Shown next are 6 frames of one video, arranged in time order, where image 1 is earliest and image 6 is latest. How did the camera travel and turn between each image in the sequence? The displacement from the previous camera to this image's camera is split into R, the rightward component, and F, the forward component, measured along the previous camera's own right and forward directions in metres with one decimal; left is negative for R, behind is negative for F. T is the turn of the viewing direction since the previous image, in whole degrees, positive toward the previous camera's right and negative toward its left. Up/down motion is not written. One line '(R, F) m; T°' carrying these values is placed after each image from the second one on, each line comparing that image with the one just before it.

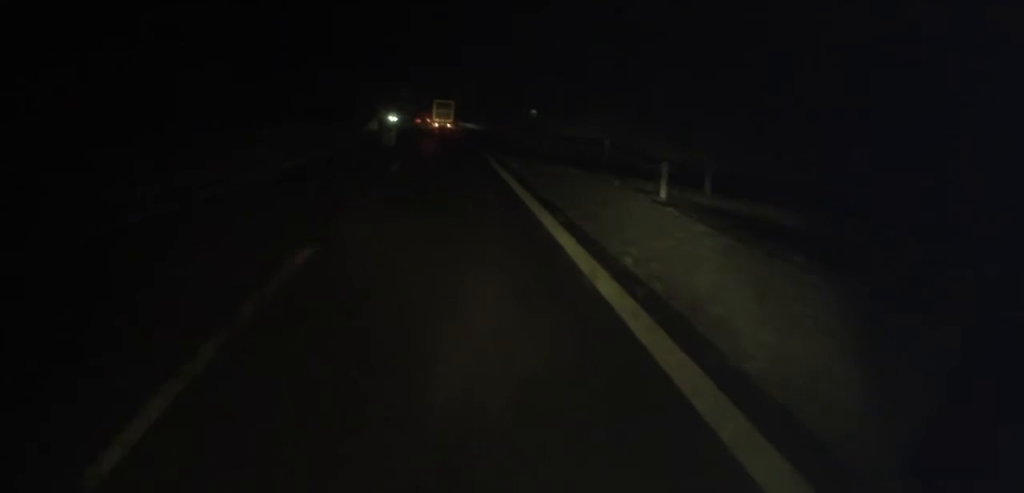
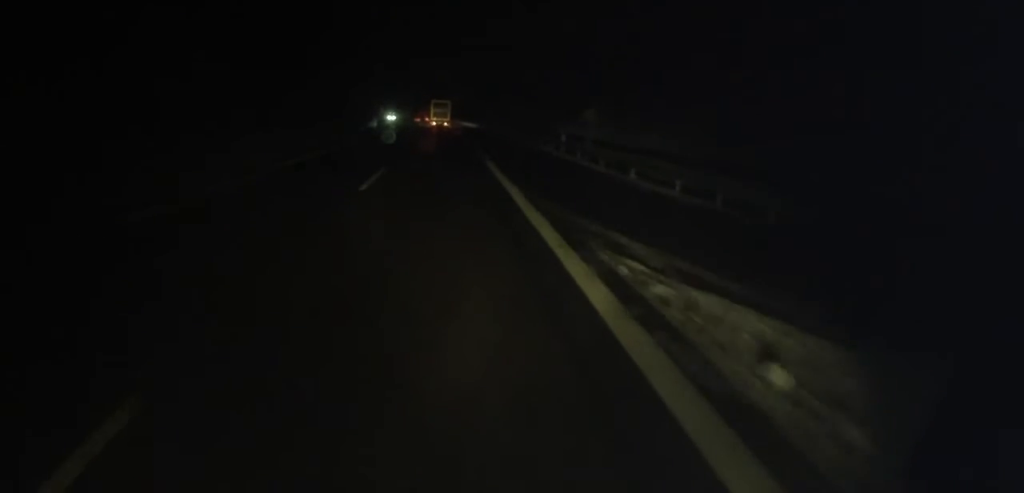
(-0.2, +23.0) m; -1°
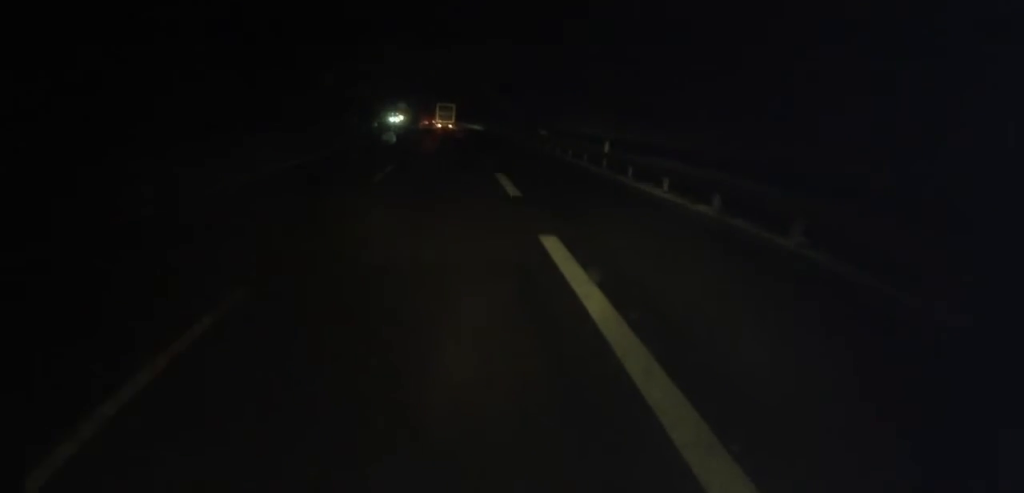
(+0.1, +32.4) m; -1°
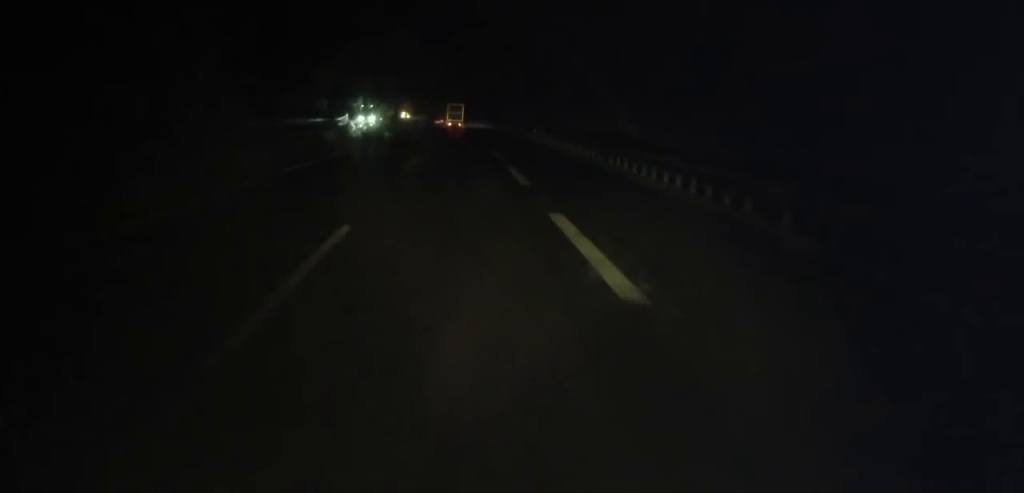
(-1.7, +66.3) m; -2°
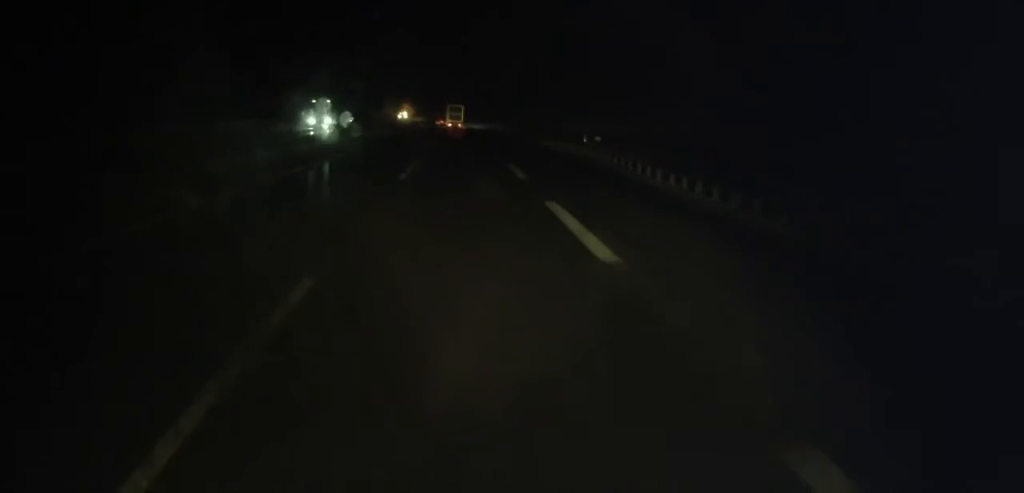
(-0.2, +21.3) m; -1°
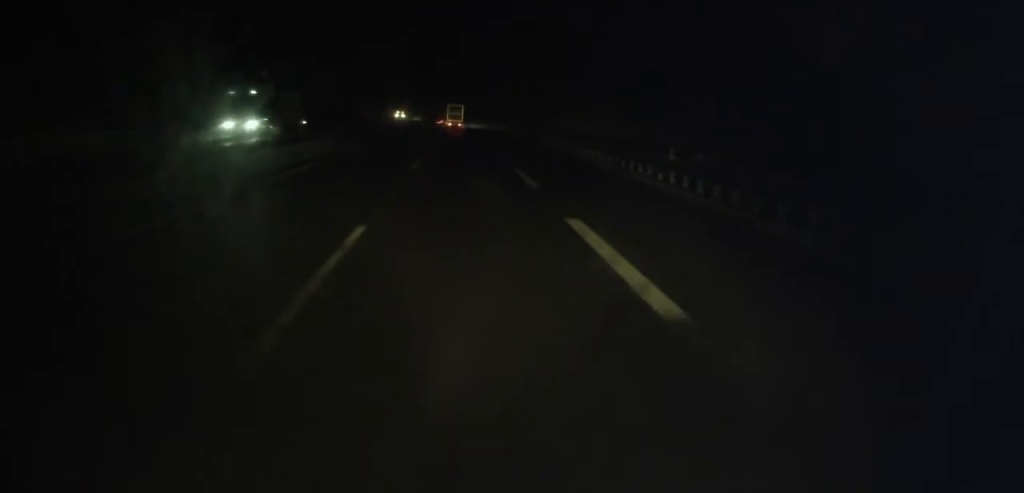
(0.0, +14.2) m; -1°
